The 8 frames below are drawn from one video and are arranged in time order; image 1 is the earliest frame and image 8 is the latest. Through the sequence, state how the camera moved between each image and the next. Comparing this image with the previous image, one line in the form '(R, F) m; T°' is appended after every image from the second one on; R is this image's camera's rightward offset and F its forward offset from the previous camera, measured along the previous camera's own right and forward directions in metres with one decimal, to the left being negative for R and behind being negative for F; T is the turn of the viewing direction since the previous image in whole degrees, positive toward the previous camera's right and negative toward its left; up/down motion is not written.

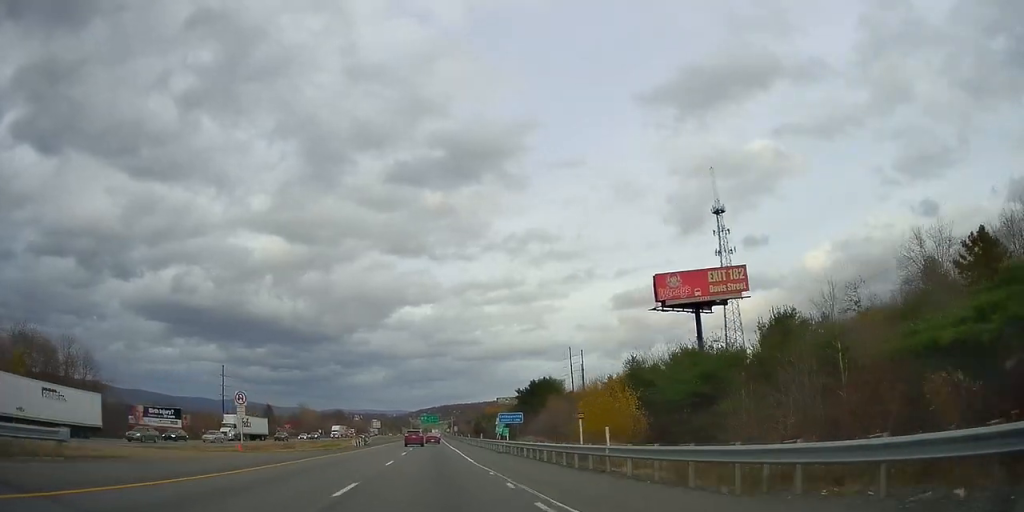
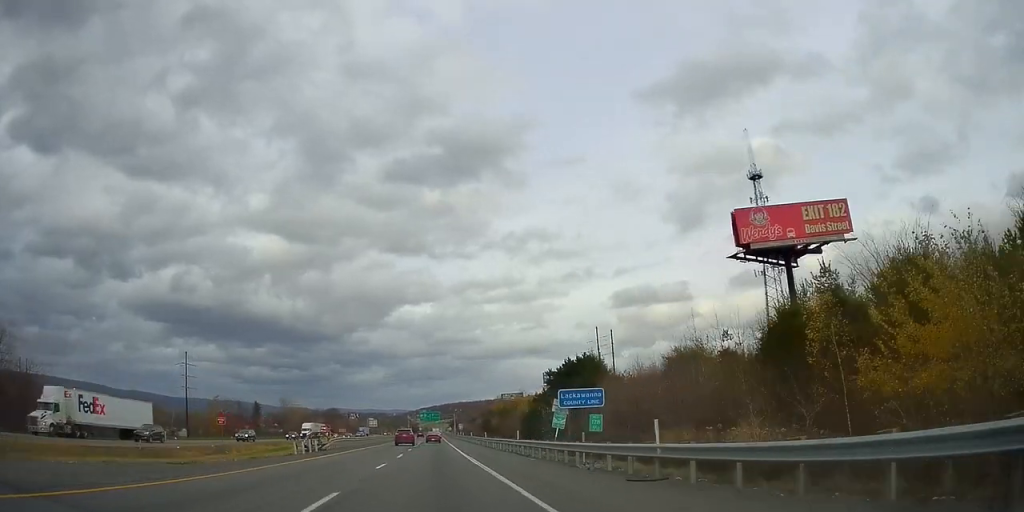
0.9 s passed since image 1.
(0.0, +27.6) m; 0°
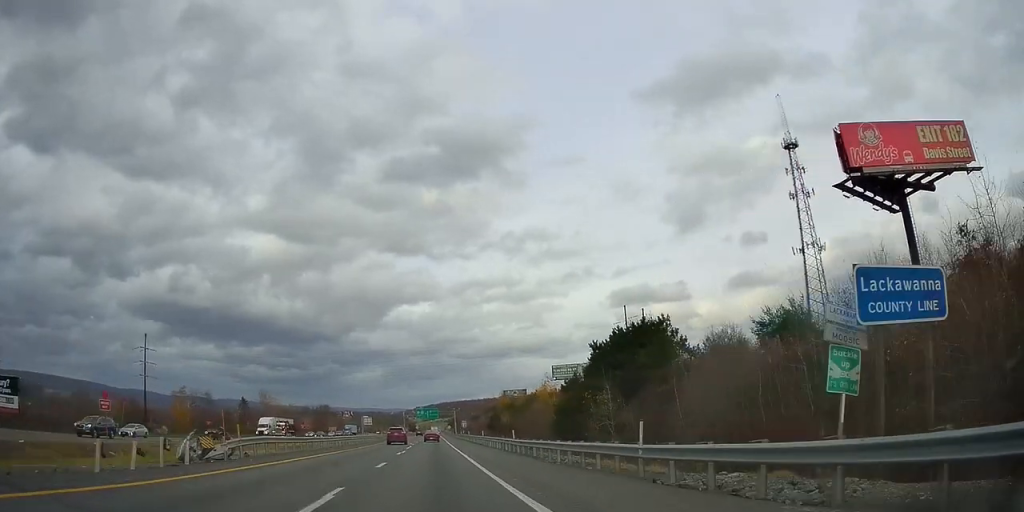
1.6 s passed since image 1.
(+0.1, +21.9) m; 0°
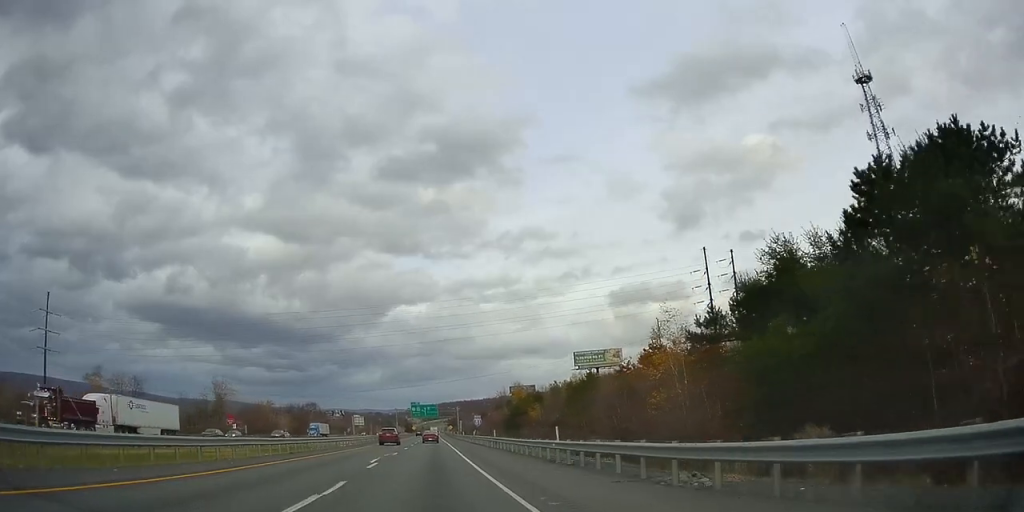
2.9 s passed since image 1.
(0.0, +36.8) m; 0°
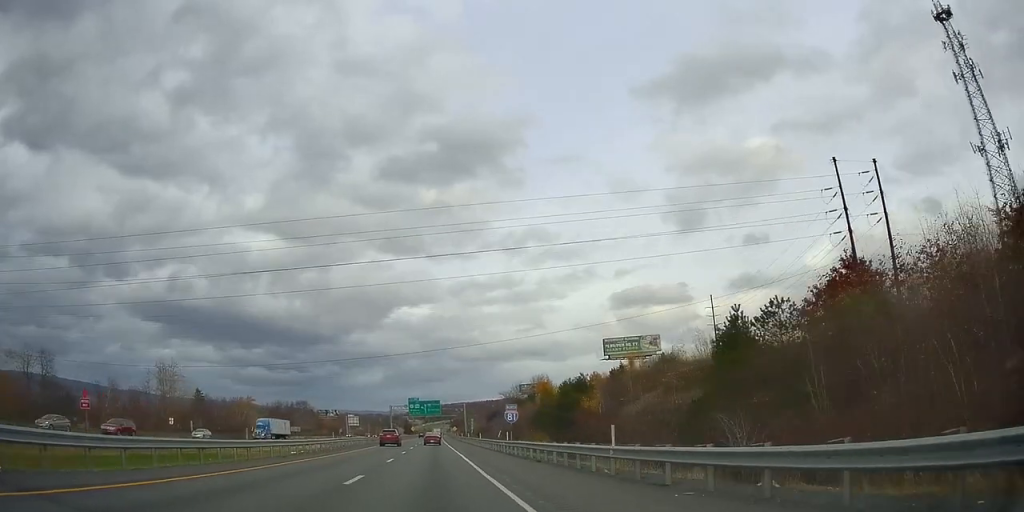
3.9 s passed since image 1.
(-0.1, +30.3) m; 0°
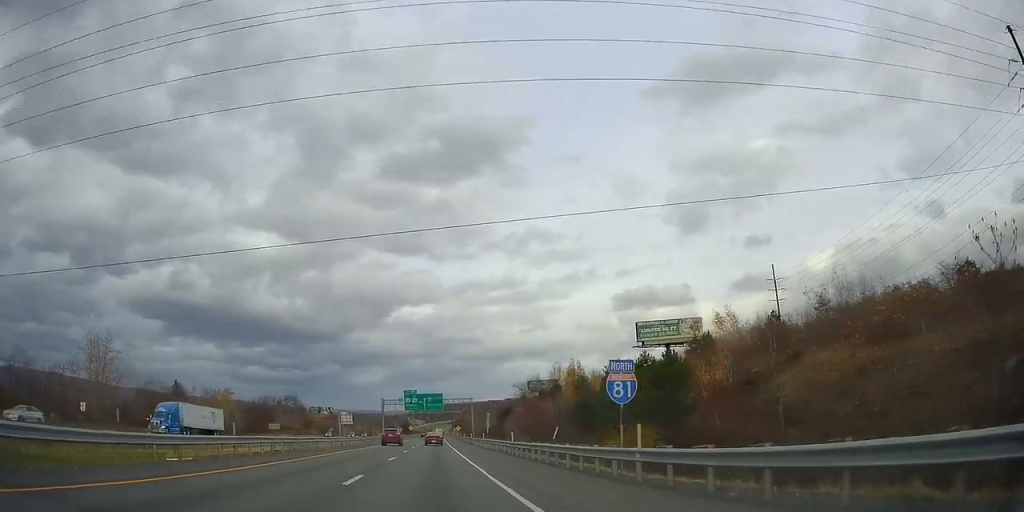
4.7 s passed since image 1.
(-0.1, +24.9) m; +1°
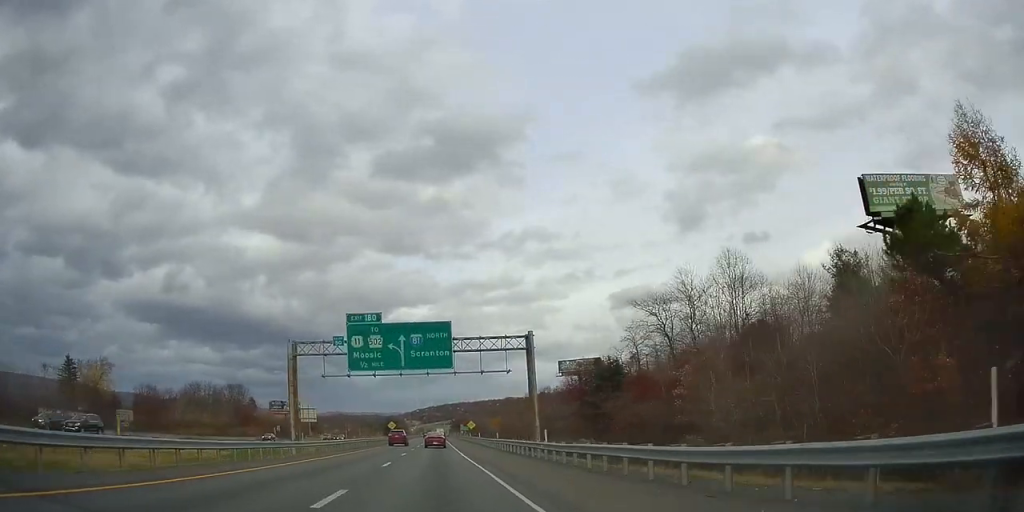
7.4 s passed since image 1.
(-1.5, +78.8) m; -1°
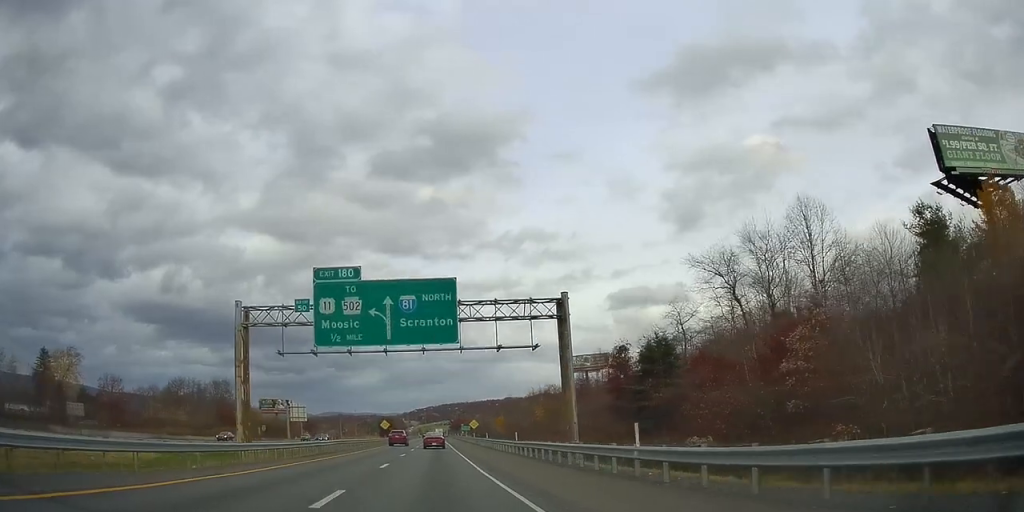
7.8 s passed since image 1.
(+0.1, +12.4) m; 0°
